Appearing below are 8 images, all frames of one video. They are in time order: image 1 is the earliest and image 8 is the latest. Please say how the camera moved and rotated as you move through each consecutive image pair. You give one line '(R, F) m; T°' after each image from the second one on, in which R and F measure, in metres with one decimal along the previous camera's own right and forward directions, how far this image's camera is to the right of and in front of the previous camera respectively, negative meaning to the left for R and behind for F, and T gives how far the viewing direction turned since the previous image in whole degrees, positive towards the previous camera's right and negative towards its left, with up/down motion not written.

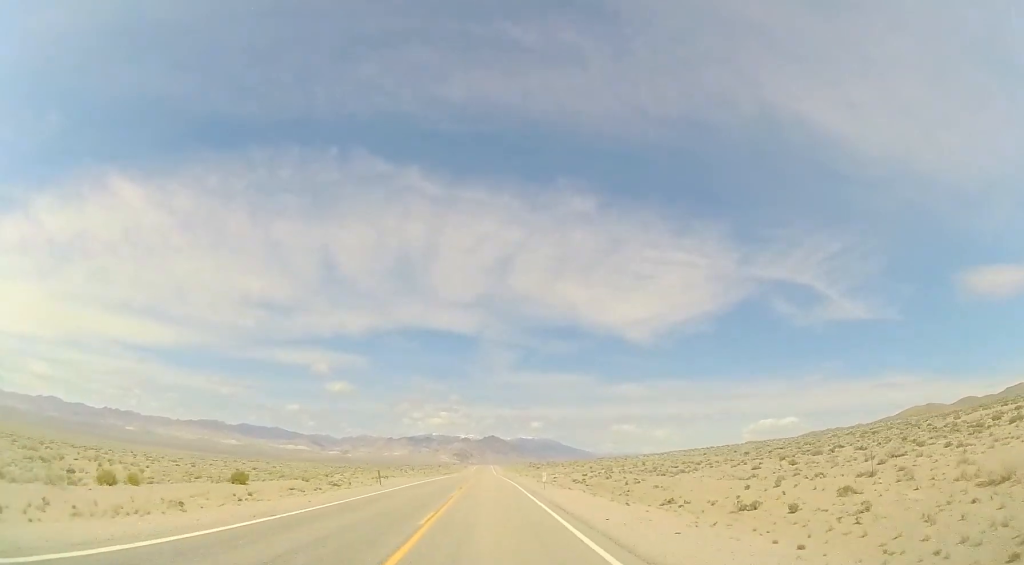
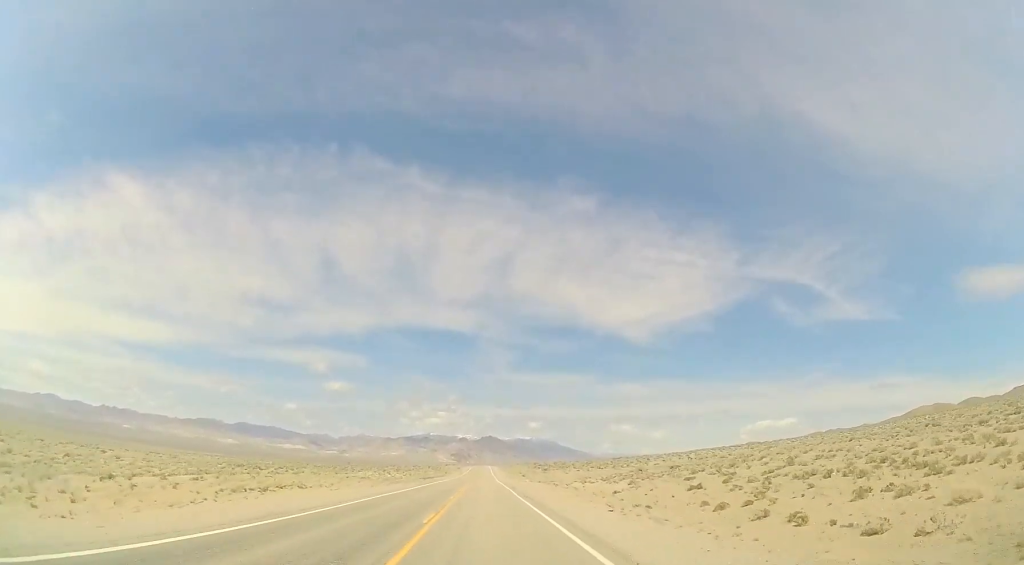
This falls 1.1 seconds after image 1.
(+0.1, +34.9) m; 0°
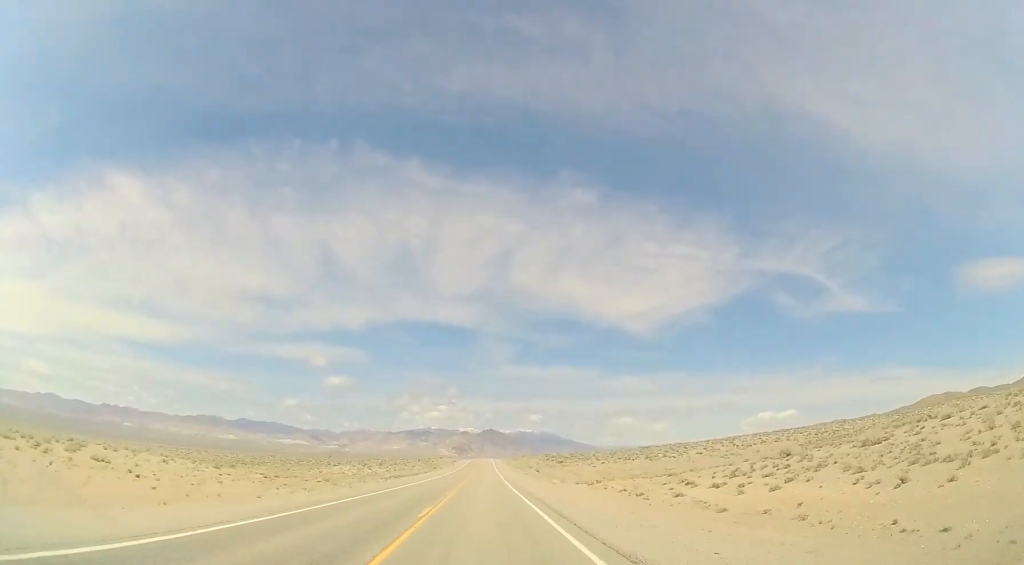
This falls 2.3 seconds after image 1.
(-0.2, +35.5) m; -1°
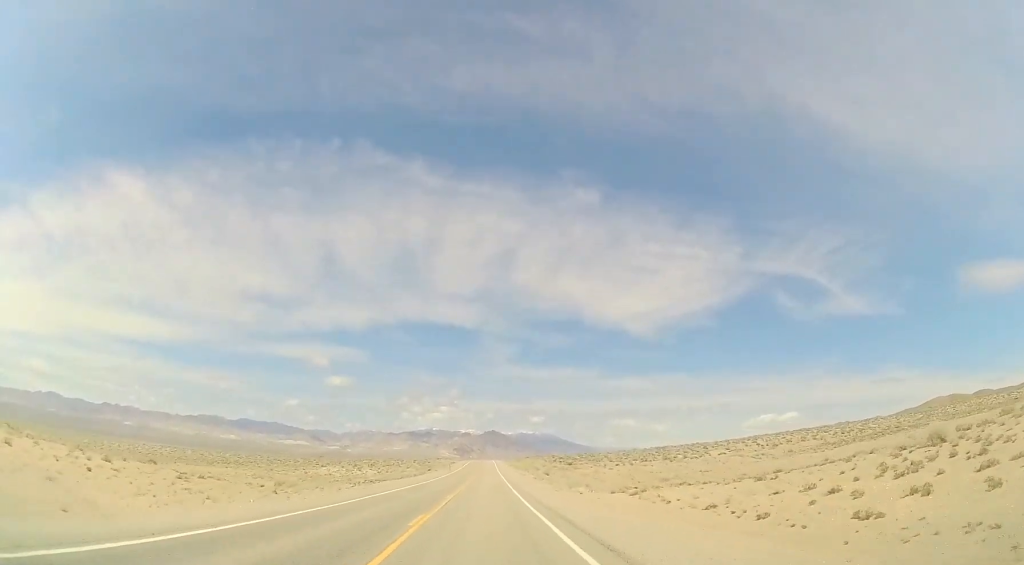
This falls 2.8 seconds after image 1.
(-0.2, +14.2) m; 0°
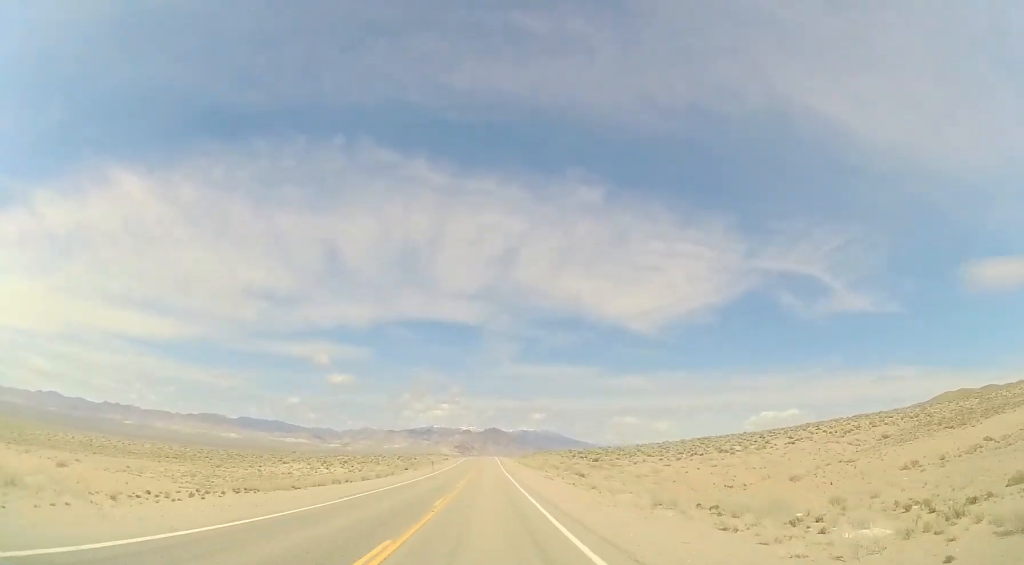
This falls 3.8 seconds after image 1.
(-0.1, +31.5) m; 0°
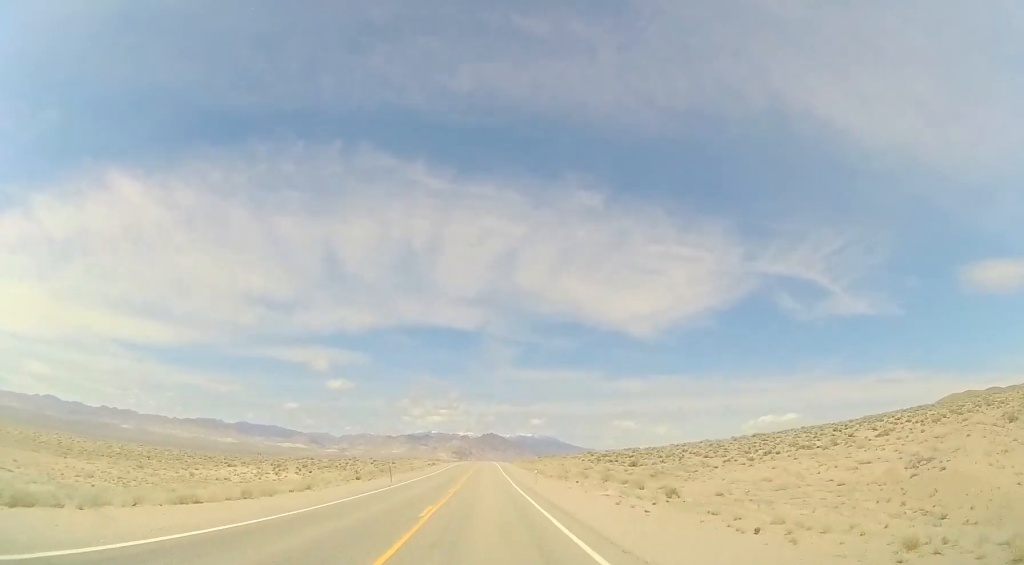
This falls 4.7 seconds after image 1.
(+0.3, +28.2) m; +1°
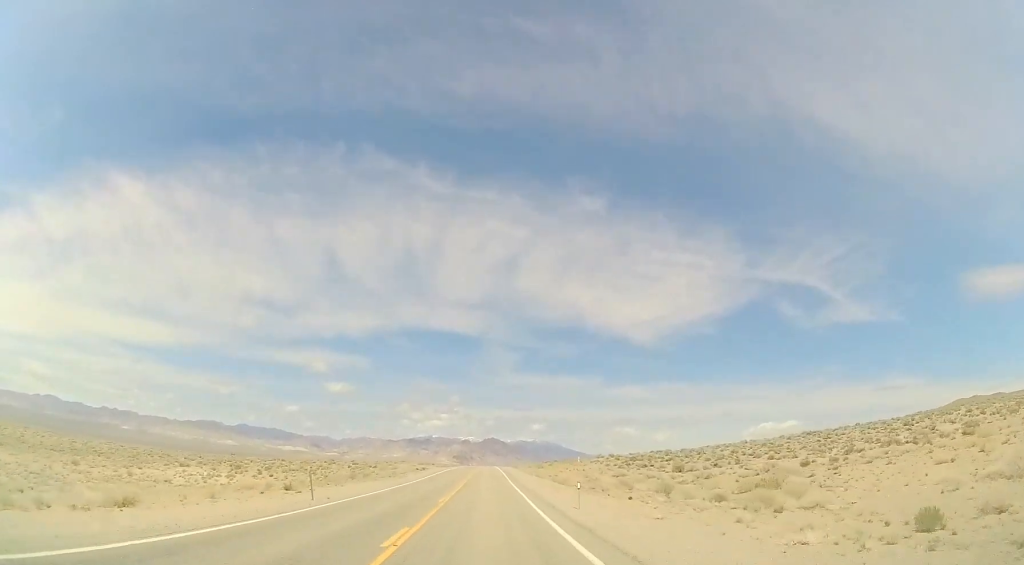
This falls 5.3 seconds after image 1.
(+0.1, +18.0) m; 0°
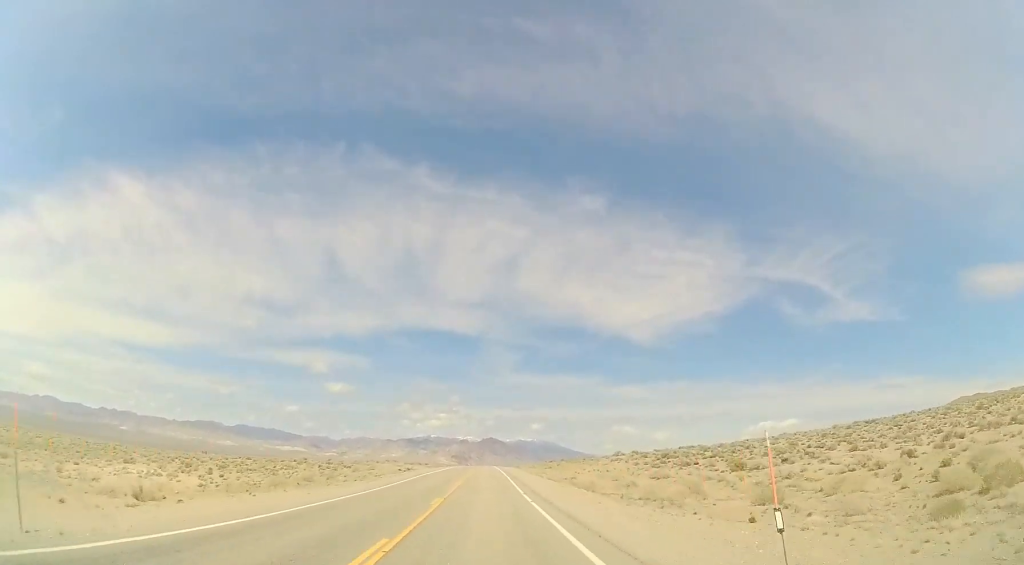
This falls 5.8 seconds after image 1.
(-0.1, +14.9) m; 0°
